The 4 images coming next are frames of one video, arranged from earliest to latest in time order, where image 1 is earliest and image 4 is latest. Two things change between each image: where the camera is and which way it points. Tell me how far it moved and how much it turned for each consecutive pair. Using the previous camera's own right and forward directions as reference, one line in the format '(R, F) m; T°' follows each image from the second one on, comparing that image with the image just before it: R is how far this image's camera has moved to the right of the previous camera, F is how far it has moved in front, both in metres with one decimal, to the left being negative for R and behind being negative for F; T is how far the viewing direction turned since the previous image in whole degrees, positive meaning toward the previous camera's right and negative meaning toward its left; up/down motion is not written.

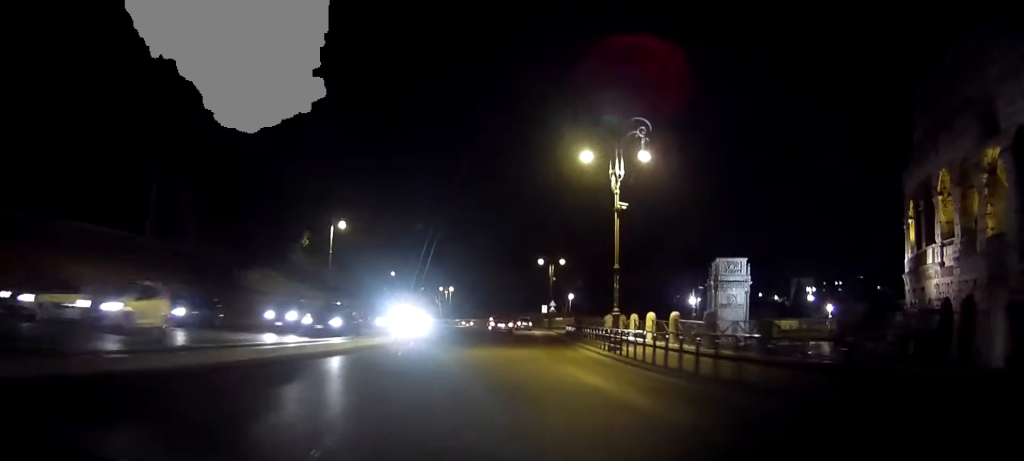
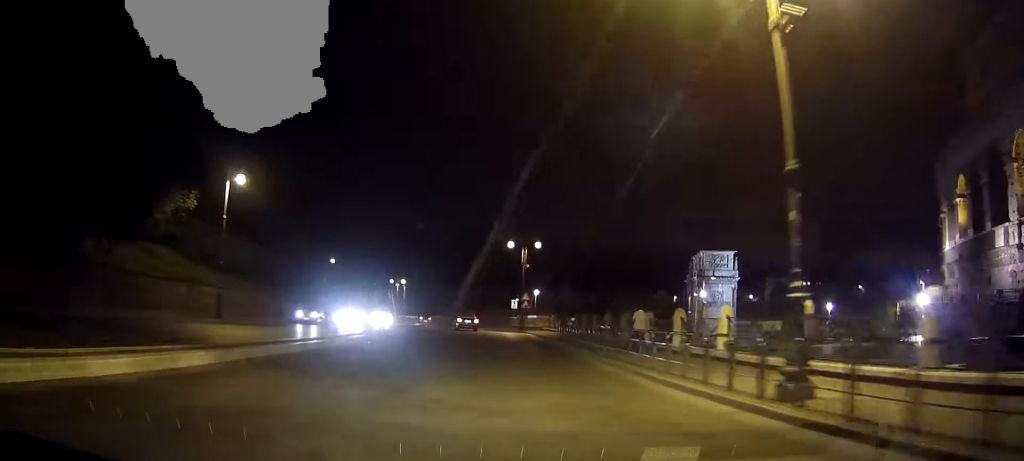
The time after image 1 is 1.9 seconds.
(+0.3, +17.6) m; +2°
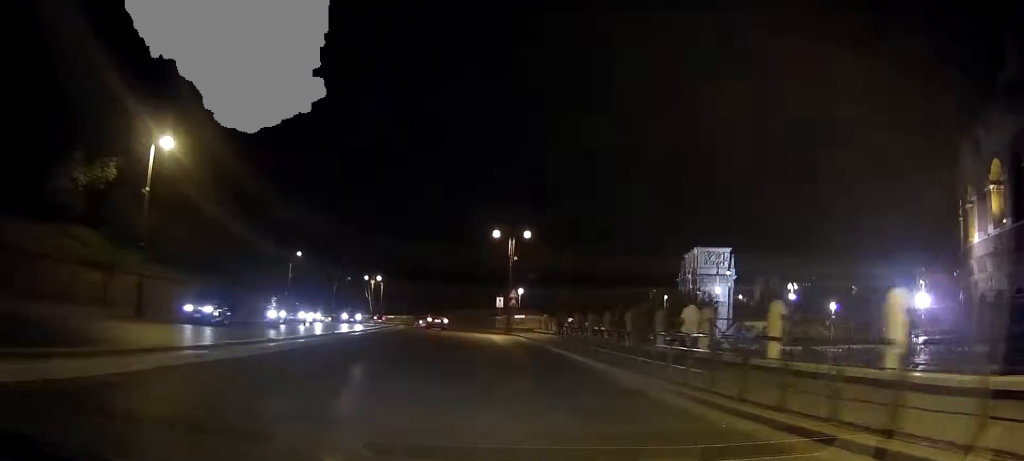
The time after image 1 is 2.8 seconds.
(+0.1, +8.7) m; +2°
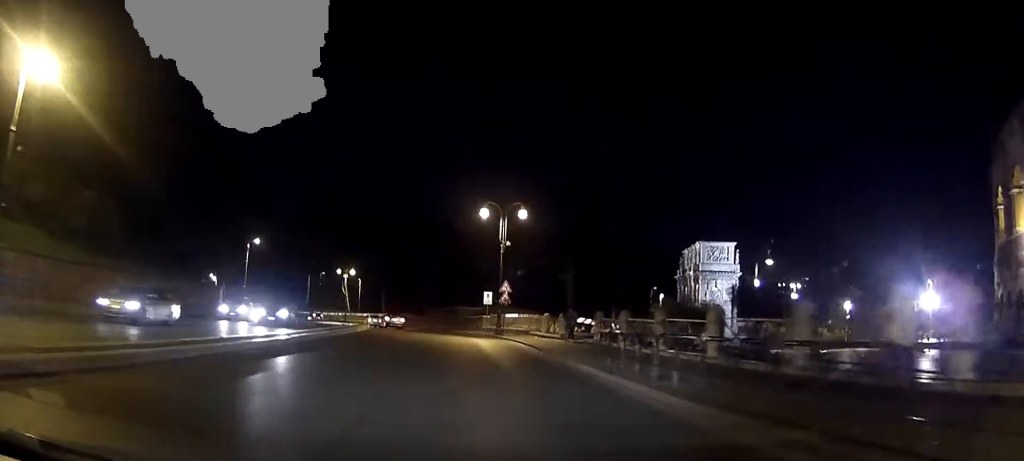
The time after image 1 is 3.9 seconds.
(+0.2, +11.3) m; +1°
